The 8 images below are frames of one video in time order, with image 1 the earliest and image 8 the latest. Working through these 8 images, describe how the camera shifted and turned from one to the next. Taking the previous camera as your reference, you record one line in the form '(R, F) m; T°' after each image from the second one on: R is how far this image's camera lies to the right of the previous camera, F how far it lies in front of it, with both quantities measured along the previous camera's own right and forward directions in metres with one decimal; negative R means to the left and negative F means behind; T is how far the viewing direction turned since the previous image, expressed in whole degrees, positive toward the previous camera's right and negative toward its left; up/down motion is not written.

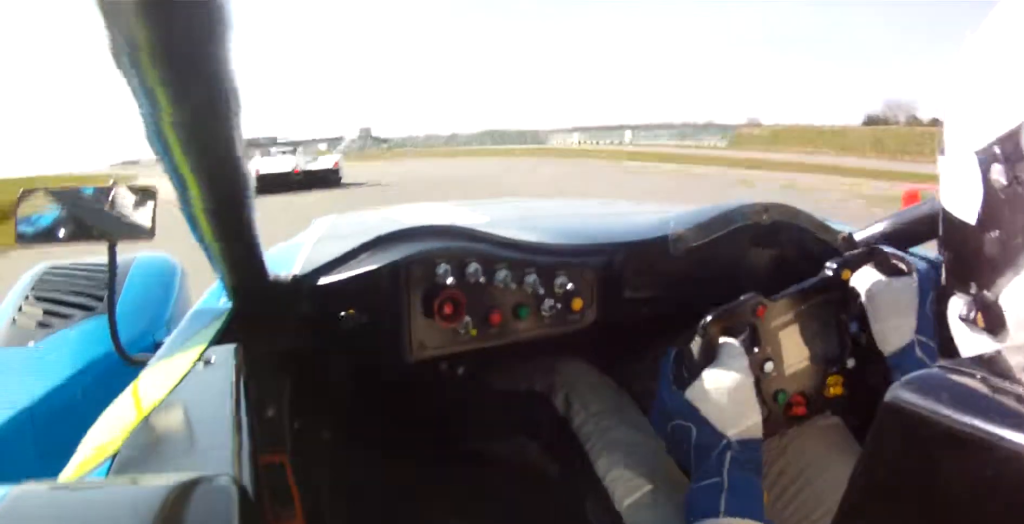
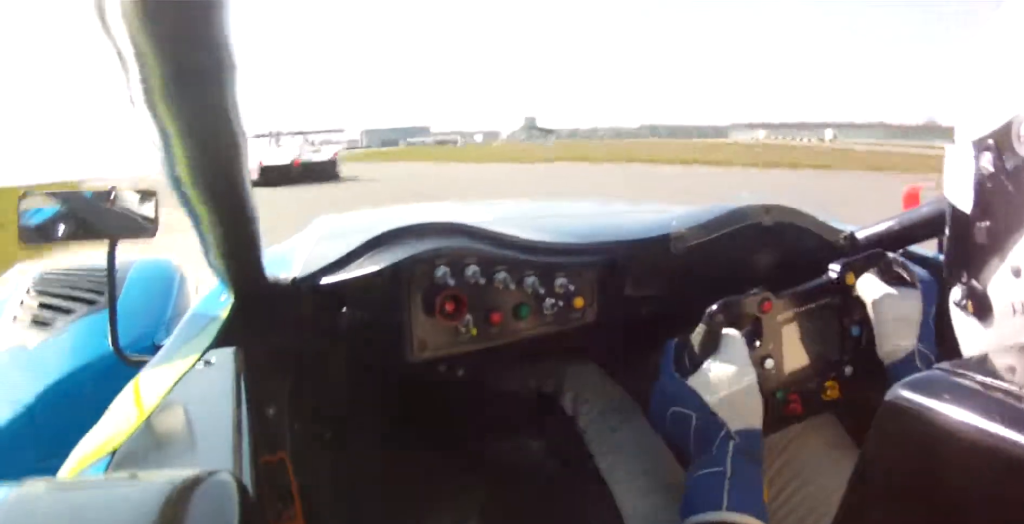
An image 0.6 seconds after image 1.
(-2.4, +23.2) m; -4°
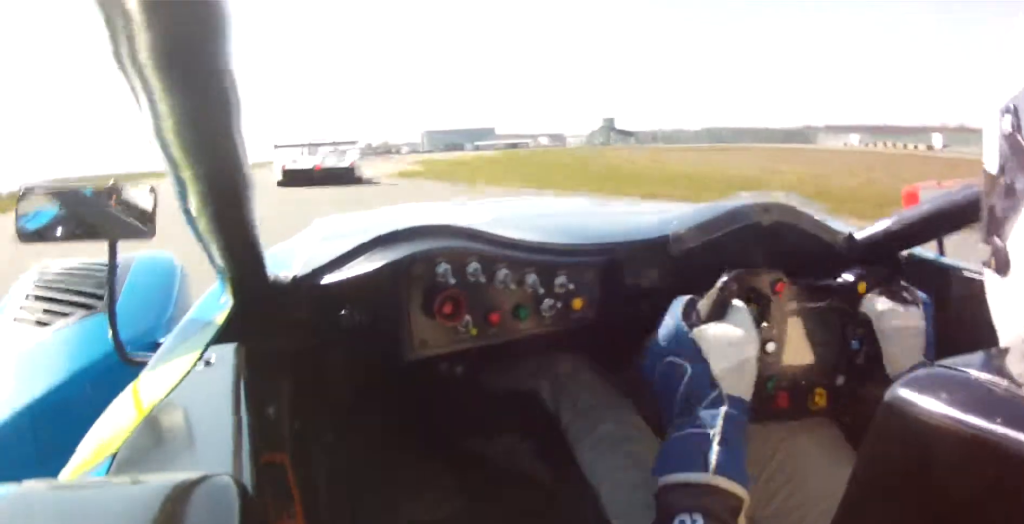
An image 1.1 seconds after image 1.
(0.0, +17.8) m; +3°
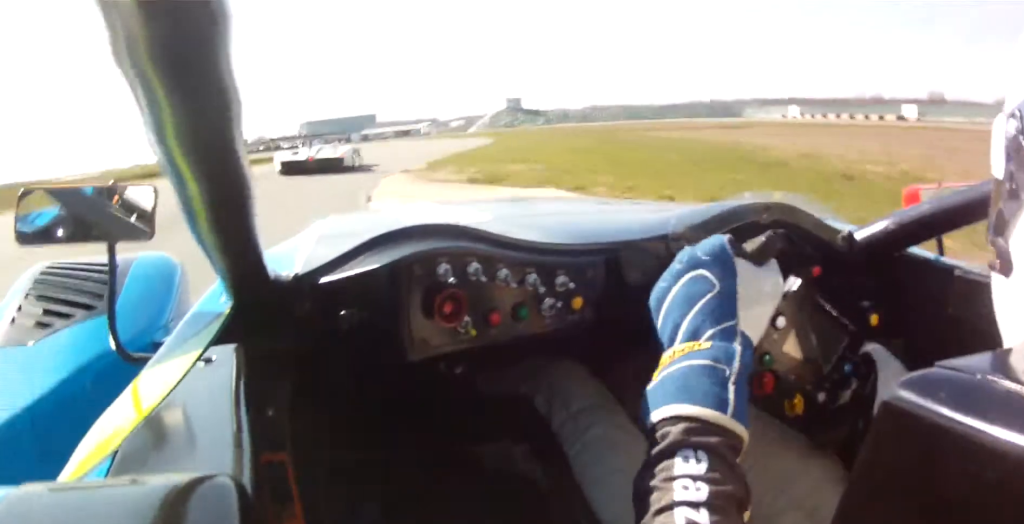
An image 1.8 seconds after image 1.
(+1.1, +26.9) m; +4°
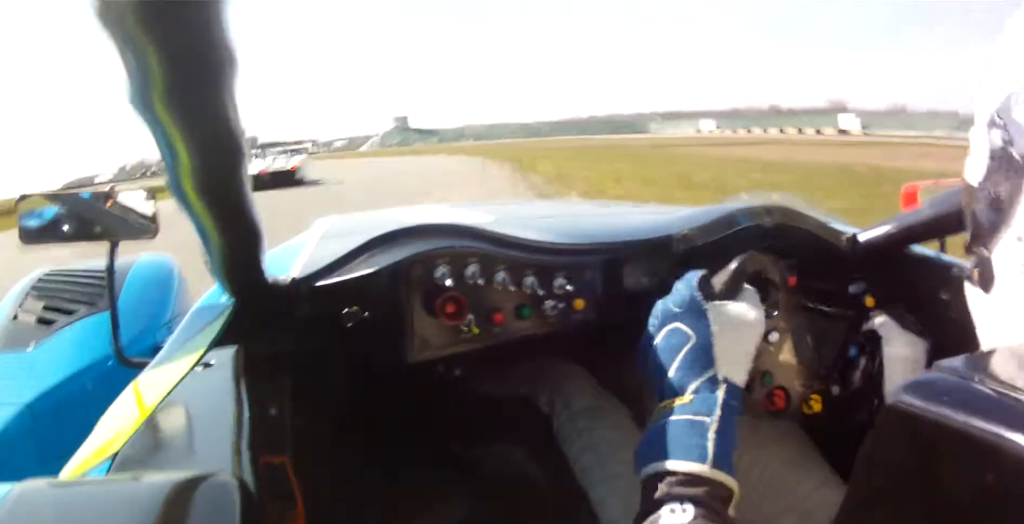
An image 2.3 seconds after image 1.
(+0.7, +16.7) m; +2°
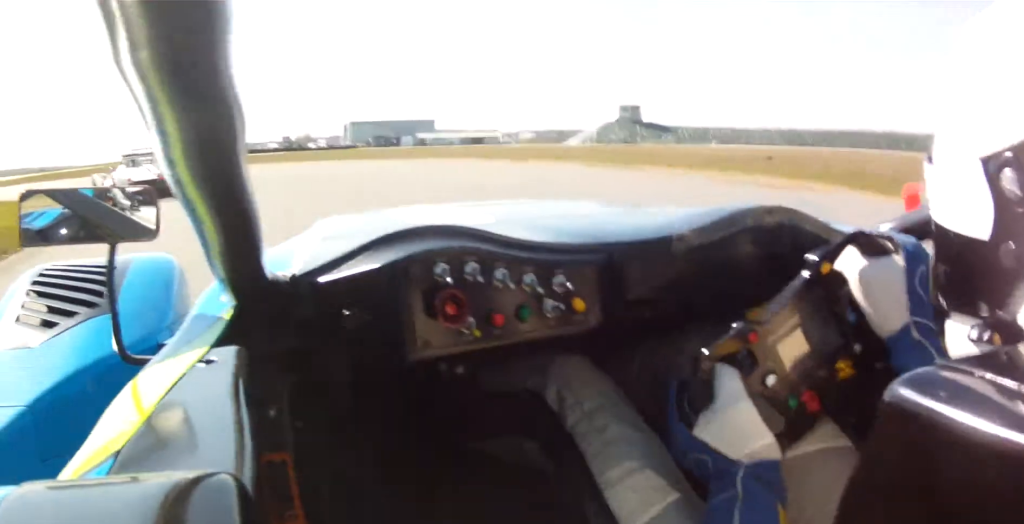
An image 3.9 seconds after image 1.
(-6.3, +45.6) m; -24°
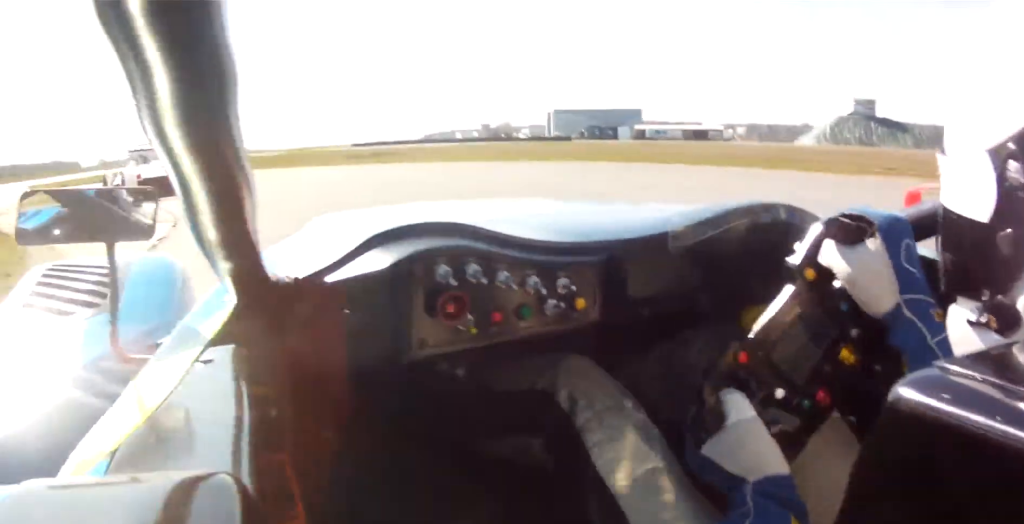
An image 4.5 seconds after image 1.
(-1.8, +12.8) m; -9°
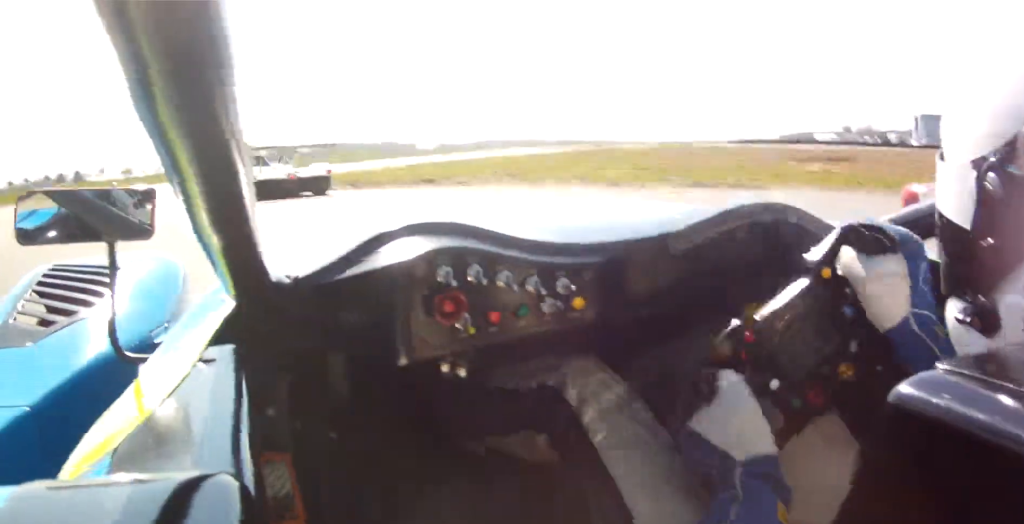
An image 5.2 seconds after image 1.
(-0.3, +17.4) m; -1°
